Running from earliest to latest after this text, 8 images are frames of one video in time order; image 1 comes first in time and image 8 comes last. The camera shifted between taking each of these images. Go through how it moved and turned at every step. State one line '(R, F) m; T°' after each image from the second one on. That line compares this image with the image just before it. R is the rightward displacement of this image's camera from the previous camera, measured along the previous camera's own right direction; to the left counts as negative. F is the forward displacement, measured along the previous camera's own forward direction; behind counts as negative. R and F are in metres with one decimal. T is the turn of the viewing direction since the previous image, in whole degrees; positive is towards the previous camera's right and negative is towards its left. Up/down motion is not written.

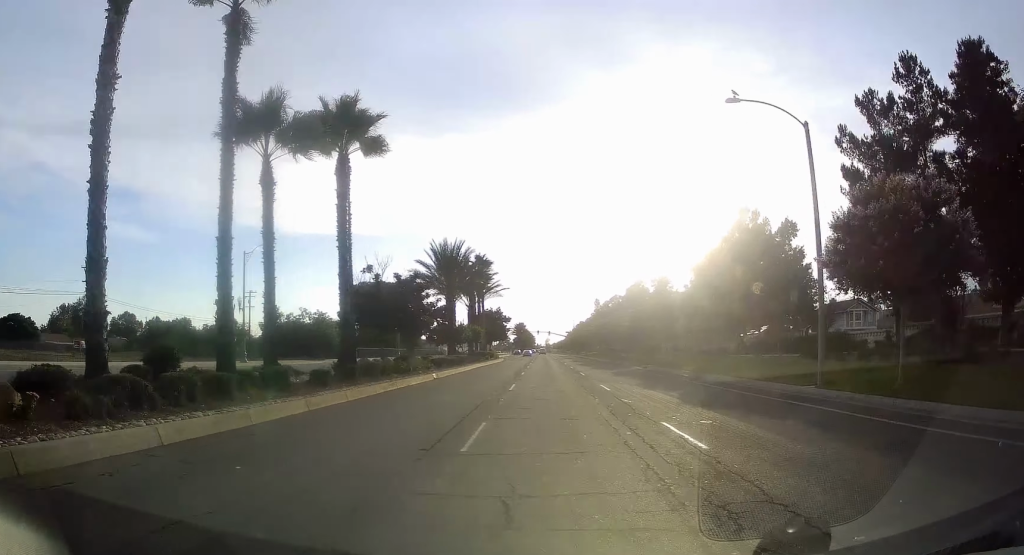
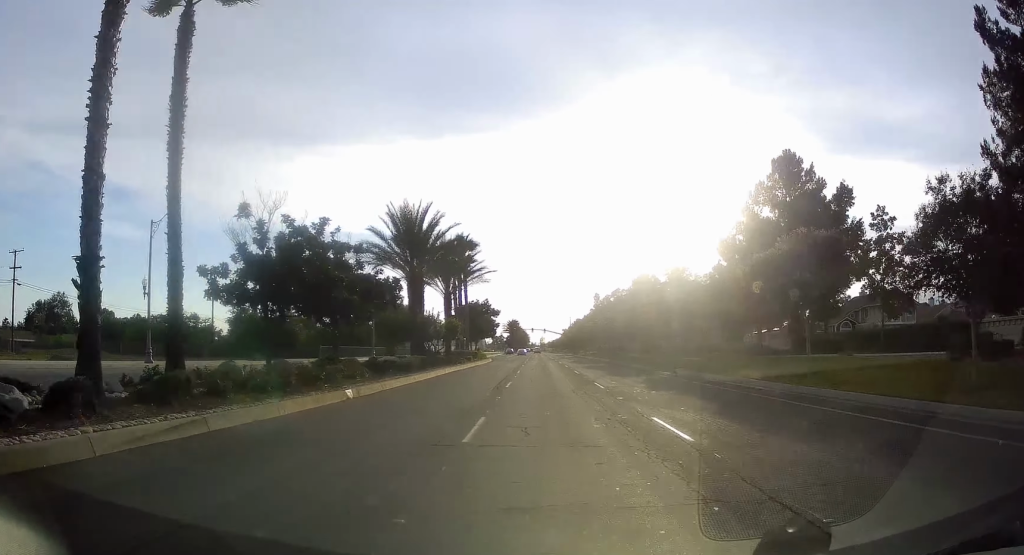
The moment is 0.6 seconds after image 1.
(0.0, +13.8) m; 0°
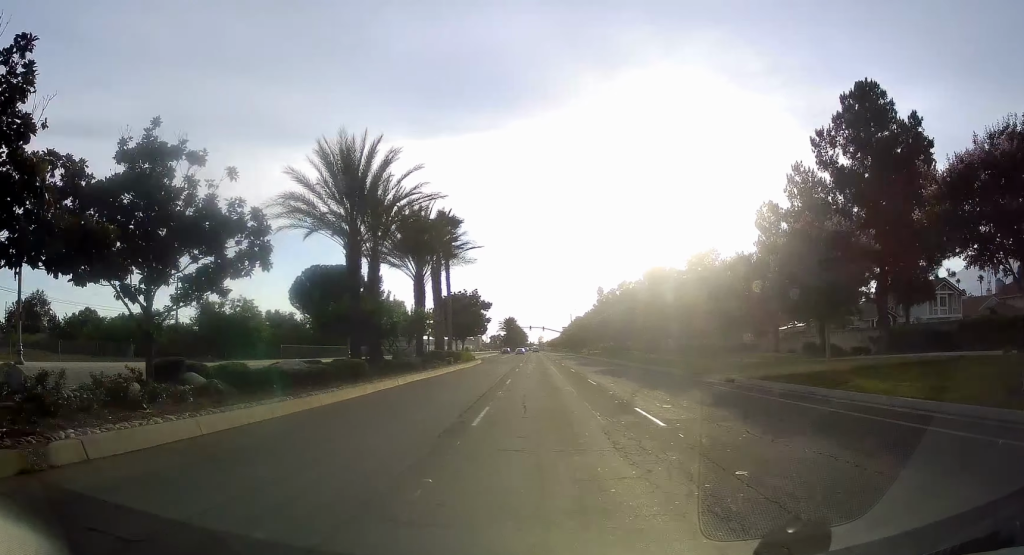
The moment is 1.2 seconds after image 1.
(0.0, +12.3) m; 0°
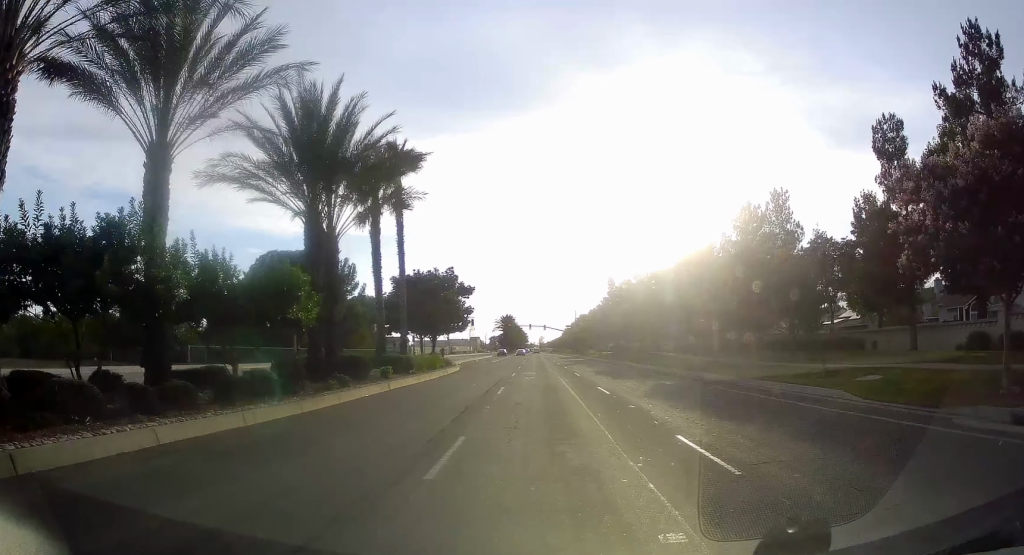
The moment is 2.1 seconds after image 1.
(0.0, +19.5) m; 0°
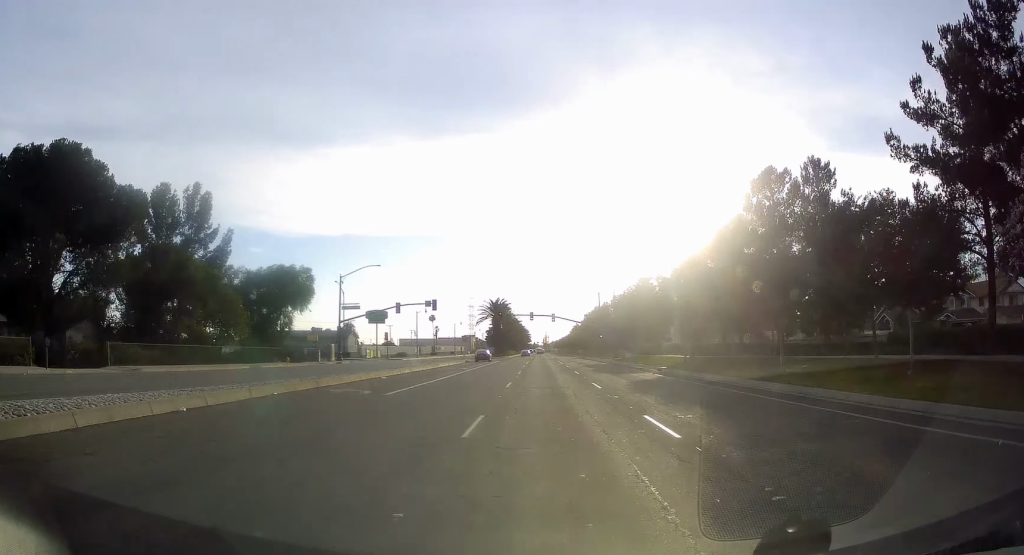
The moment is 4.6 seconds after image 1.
(-0.7, +54.0) m; -1°
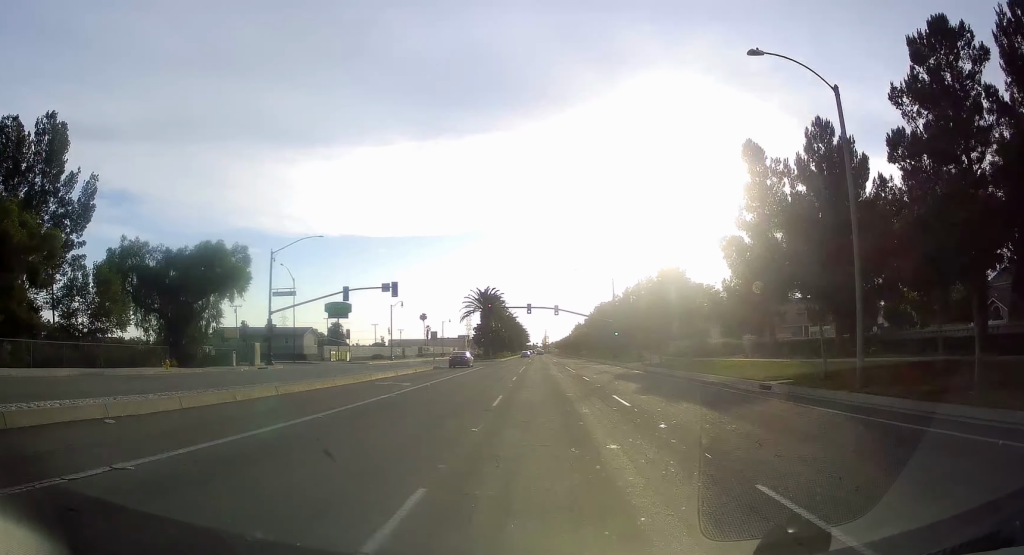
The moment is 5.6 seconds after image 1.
(+0.1, +22.3) m; +1°
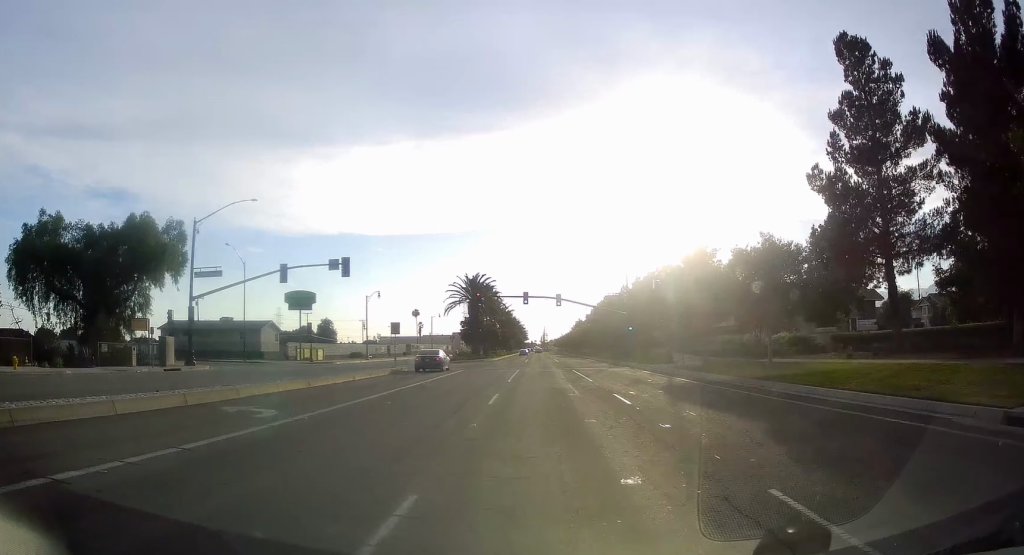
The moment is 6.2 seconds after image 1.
(+0.1, +14.9) m; 0°
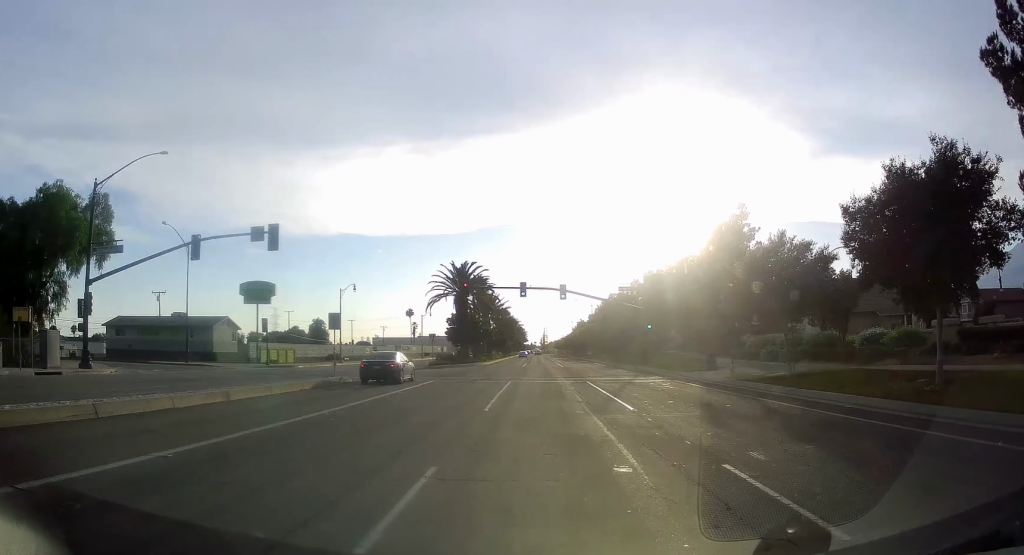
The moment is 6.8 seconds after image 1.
(+0.1, +12.8) m; -1°
